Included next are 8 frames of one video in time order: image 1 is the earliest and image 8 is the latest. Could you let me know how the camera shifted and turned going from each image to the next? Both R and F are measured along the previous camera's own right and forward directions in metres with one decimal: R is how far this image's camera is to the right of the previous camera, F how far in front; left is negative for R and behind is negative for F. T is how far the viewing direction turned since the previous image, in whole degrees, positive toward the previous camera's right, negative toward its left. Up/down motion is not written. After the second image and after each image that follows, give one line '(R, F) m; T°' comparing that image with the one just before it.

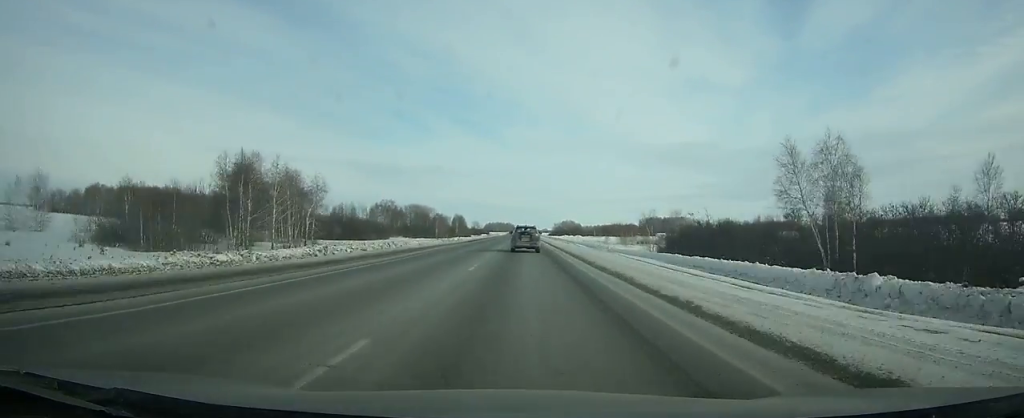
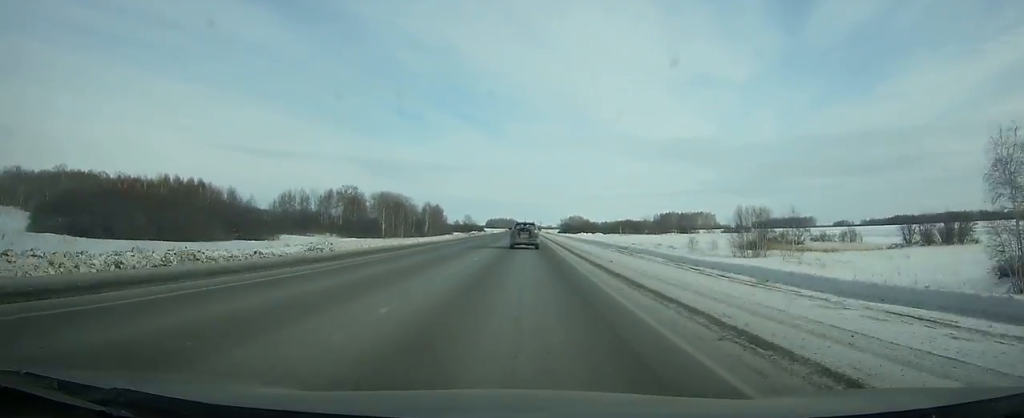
(0.0, +77.8) m; 0°
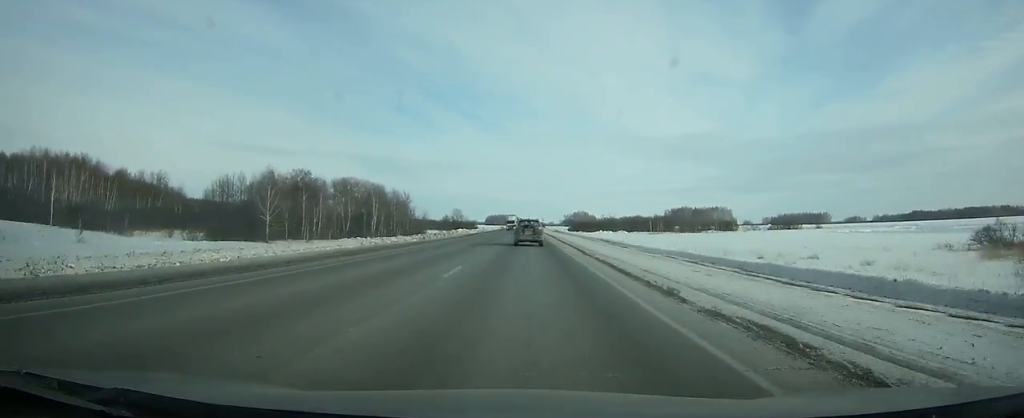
(-0.2, +57.6) m; 0°
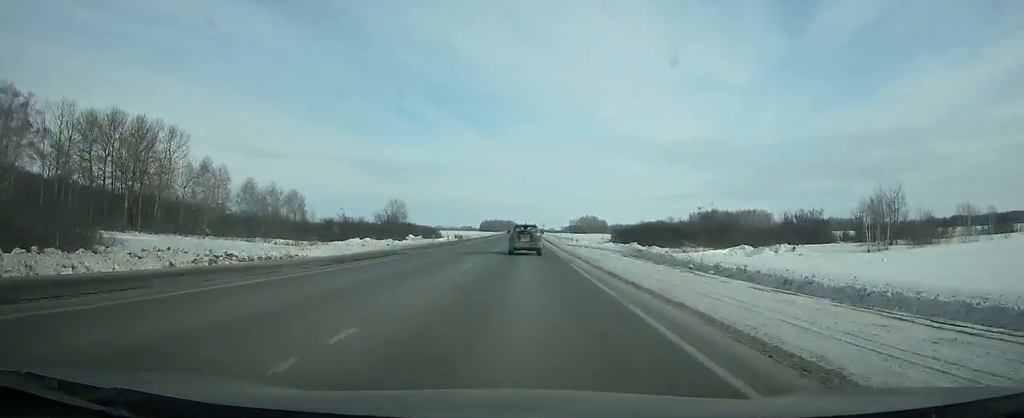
(0.0, +120.8) m; 0°
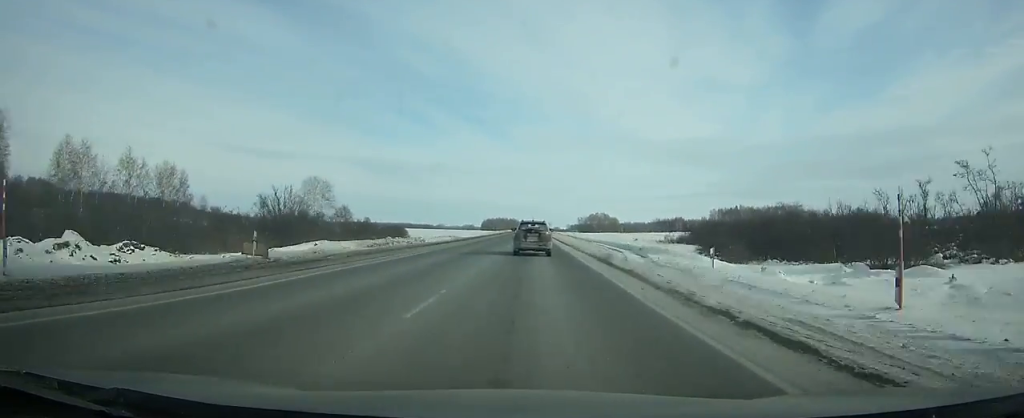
(-0.3, +57.4) m; 0°
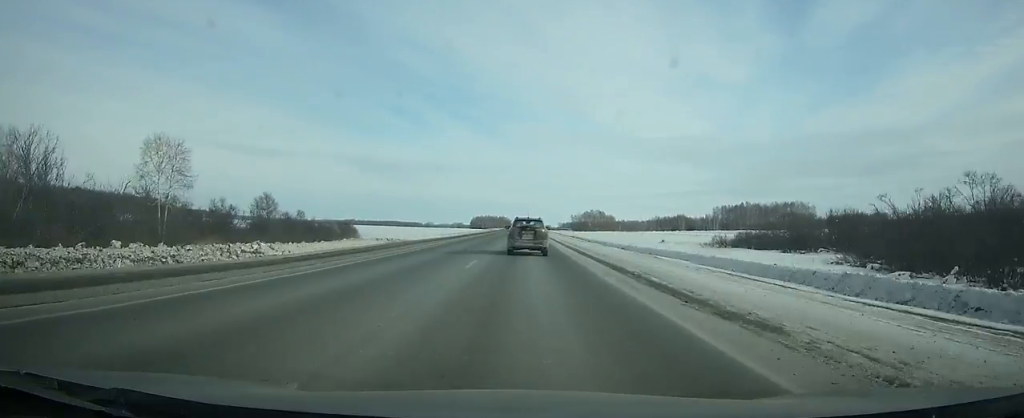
(+0.2, +38.4) m; 0°
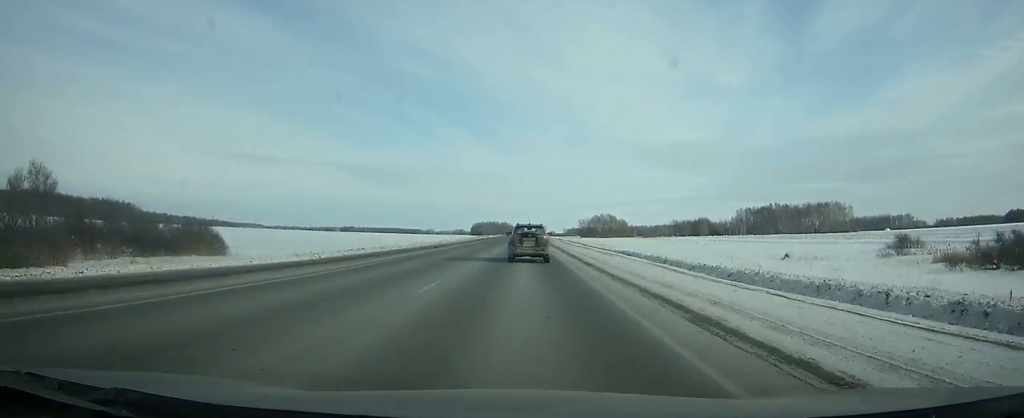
(+0.1, +56.1) m; 0°
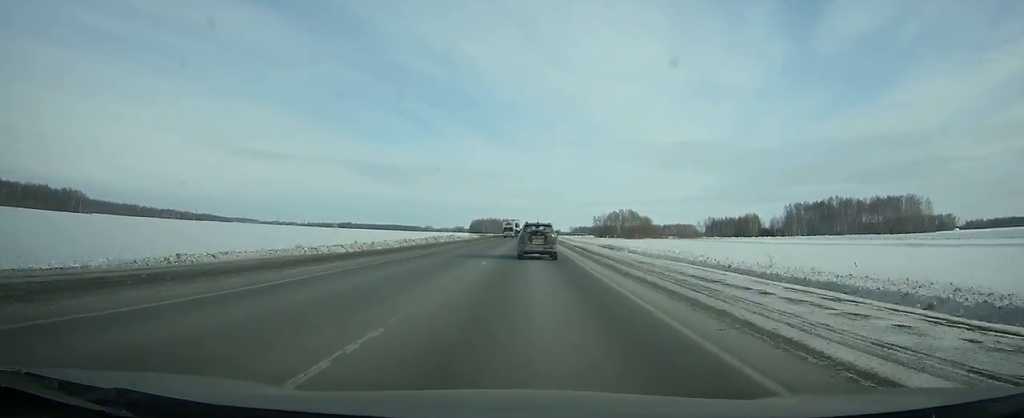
(-0.2, +90.6) m; 0°
